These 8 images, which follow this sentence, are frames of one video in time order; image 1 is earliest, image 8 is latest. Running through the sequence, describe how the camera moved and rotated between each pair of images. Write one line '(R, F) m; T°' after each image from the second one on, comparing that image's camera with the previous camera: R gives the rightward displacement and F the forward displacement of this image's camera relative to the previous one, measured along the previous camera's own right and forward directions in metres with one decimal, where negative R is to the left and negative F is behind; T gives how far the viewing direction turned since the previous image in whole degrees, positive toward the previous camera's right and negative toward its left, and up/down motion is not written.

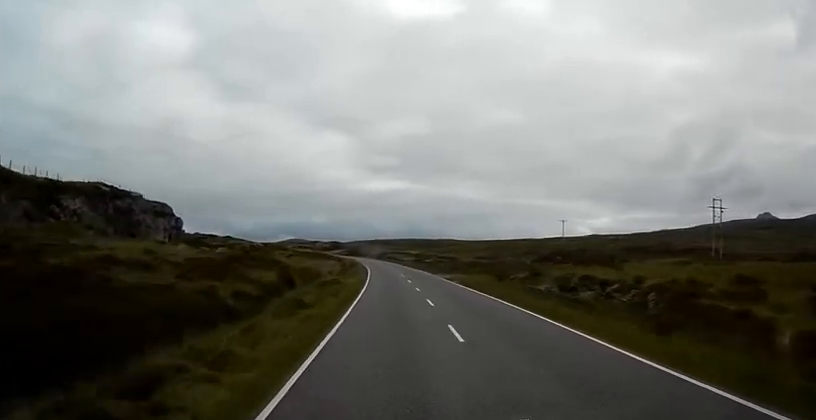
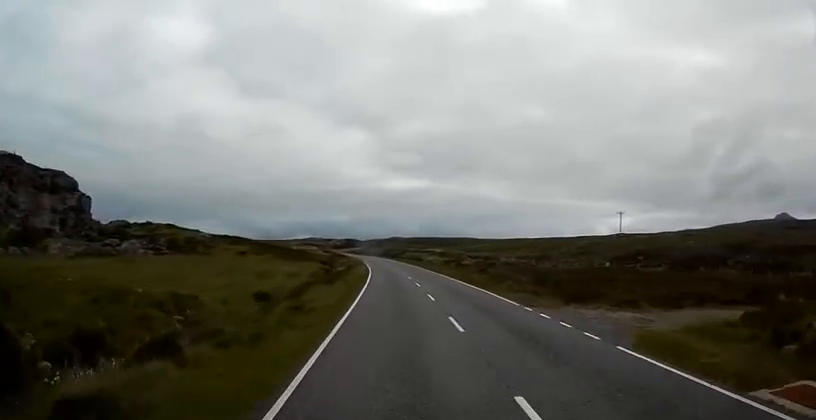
(-0.2, +35.6) m; -1°
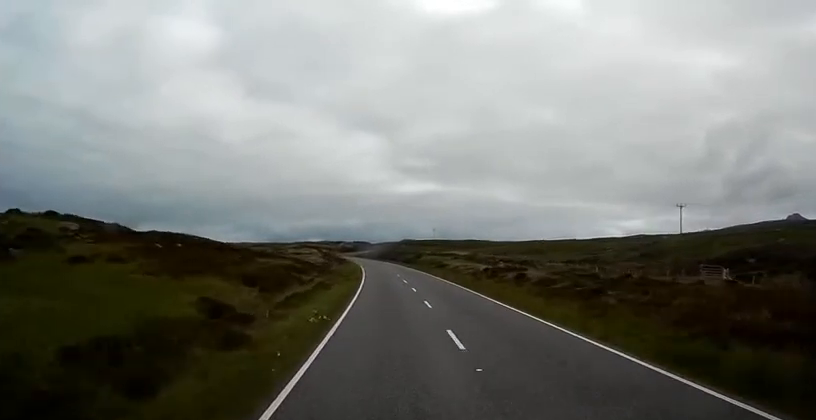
(-0.5, +29.0) m; -2°
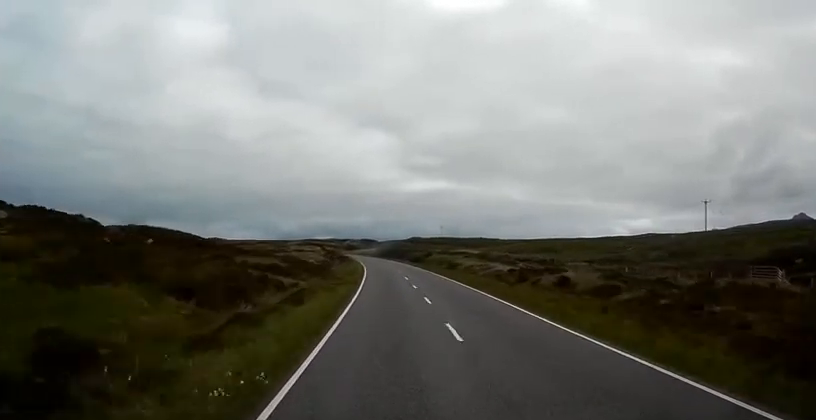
(0.0, +8.6) m; 0°
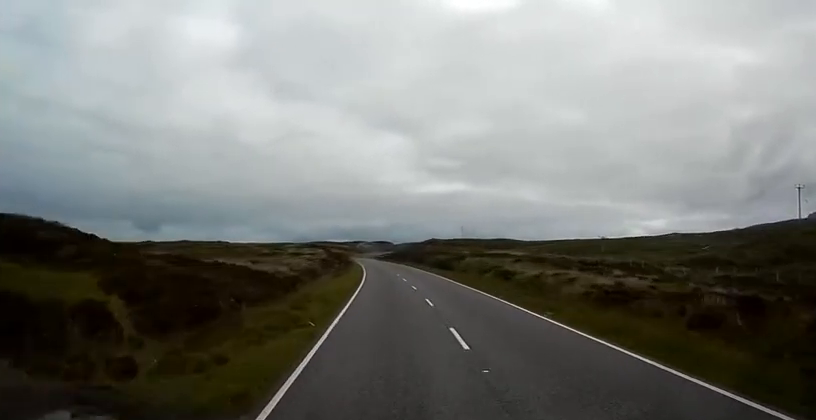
(-0.4, +28.7) m; -2°
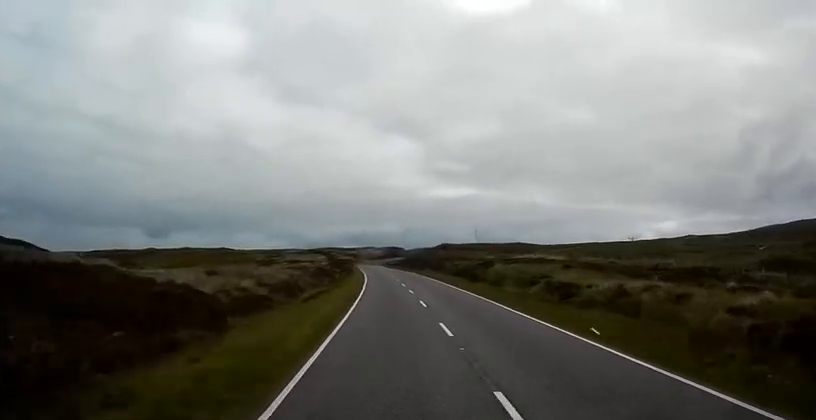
(-0.1, +15.5) m; -1°
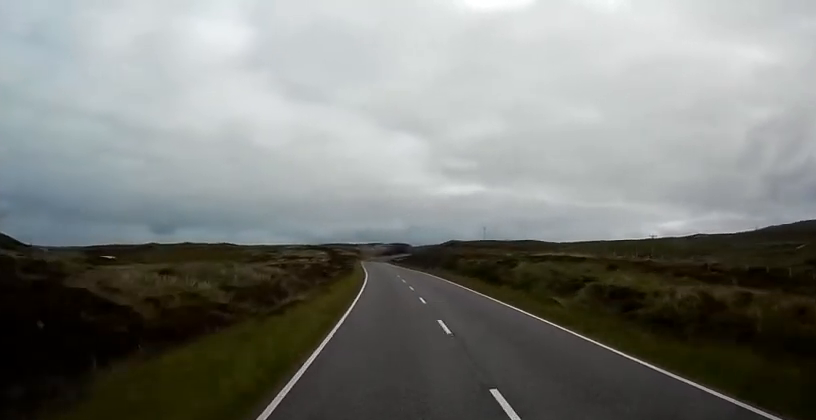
(-0.1, +8.5) m; 0°
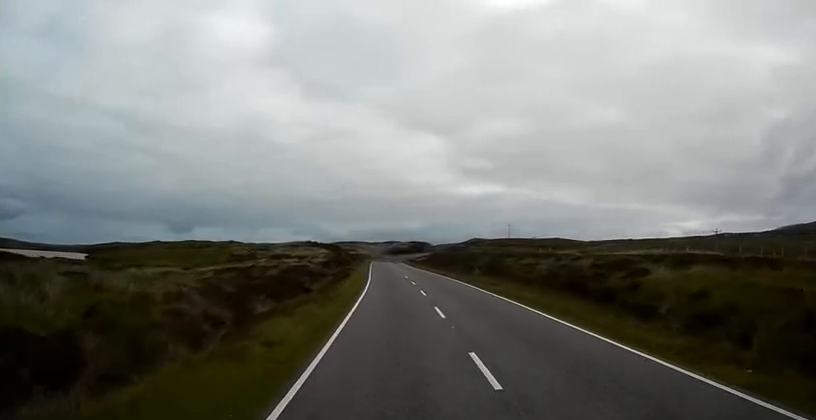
(-0.2, +24.7) m; -2°
